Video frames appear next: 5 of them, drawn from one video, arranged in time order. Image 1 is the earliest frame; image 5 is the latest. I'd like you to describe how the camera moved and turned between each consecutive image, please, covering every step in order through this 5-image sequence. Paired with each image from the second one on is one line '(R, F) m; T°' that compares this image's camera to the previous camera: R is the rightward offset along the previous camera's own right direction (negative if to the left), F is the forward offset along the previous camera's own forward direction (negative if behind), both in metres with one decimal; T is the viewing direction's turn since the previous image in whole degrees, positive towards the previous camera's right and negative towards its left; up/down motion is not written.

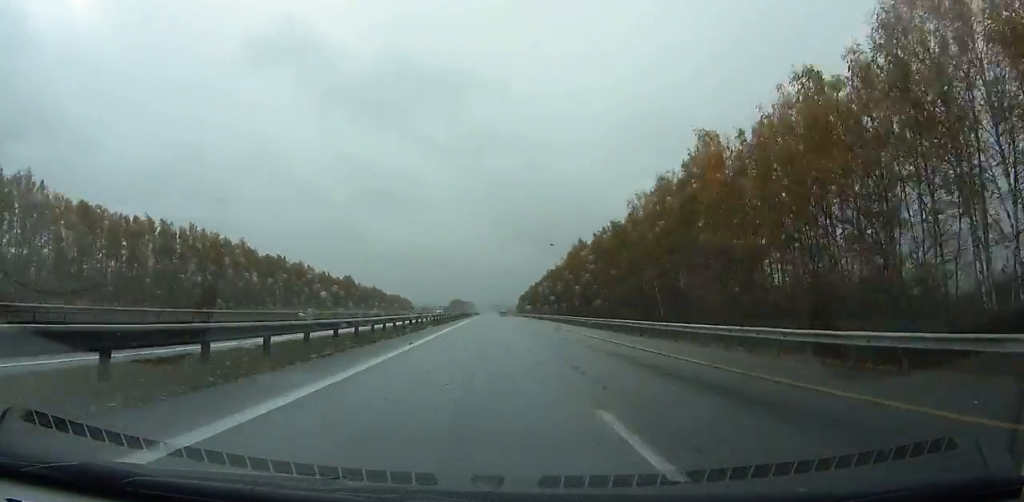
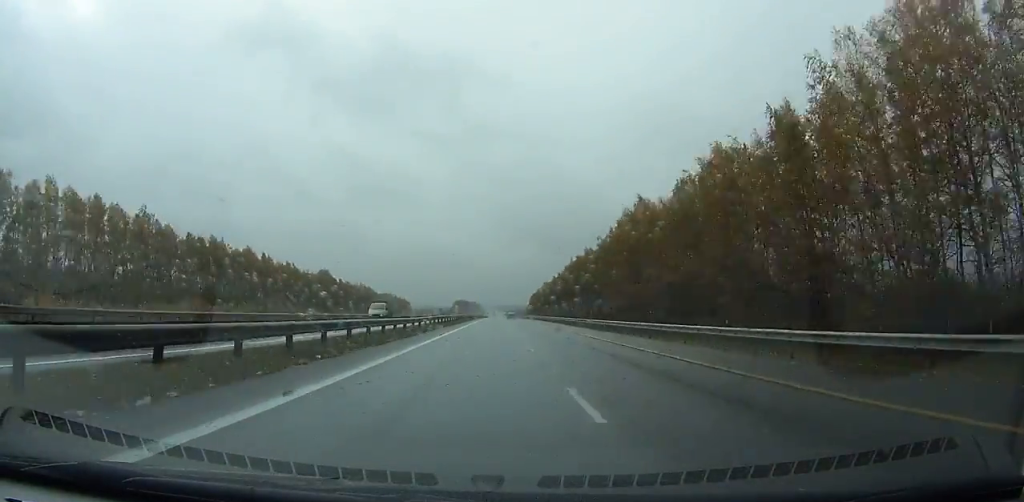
(-0.2, +57.7) m; 0°
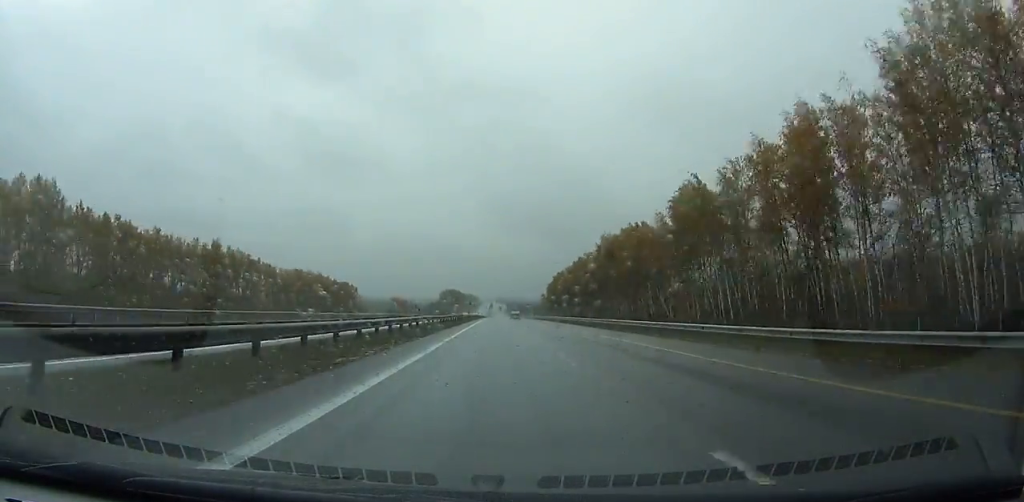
(-0.4, +173.9) m; 0°
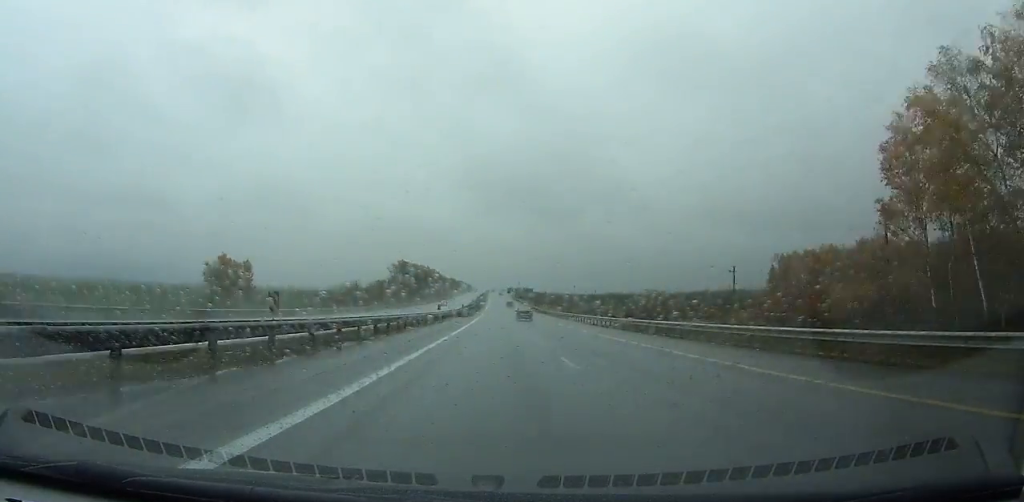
(+0.1, +291.4) m; 0°
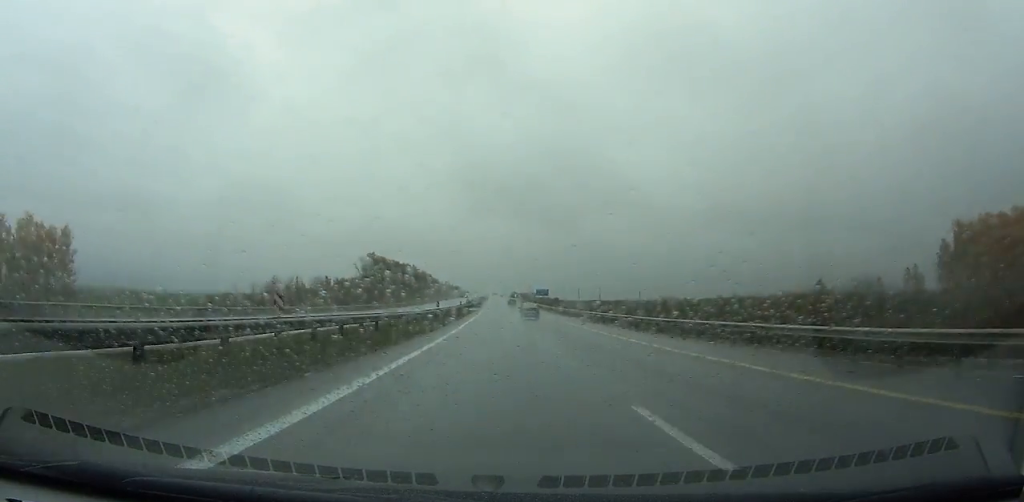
(+0.2, +77.7) m; 0°
